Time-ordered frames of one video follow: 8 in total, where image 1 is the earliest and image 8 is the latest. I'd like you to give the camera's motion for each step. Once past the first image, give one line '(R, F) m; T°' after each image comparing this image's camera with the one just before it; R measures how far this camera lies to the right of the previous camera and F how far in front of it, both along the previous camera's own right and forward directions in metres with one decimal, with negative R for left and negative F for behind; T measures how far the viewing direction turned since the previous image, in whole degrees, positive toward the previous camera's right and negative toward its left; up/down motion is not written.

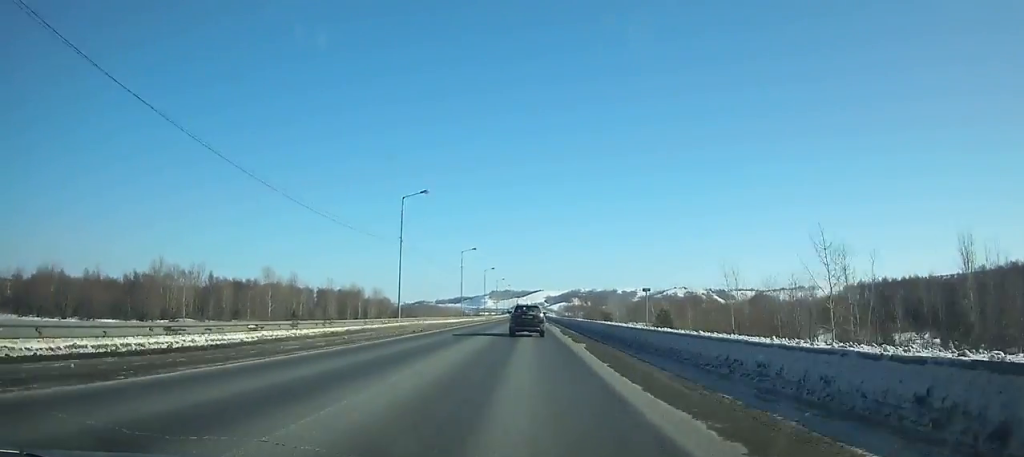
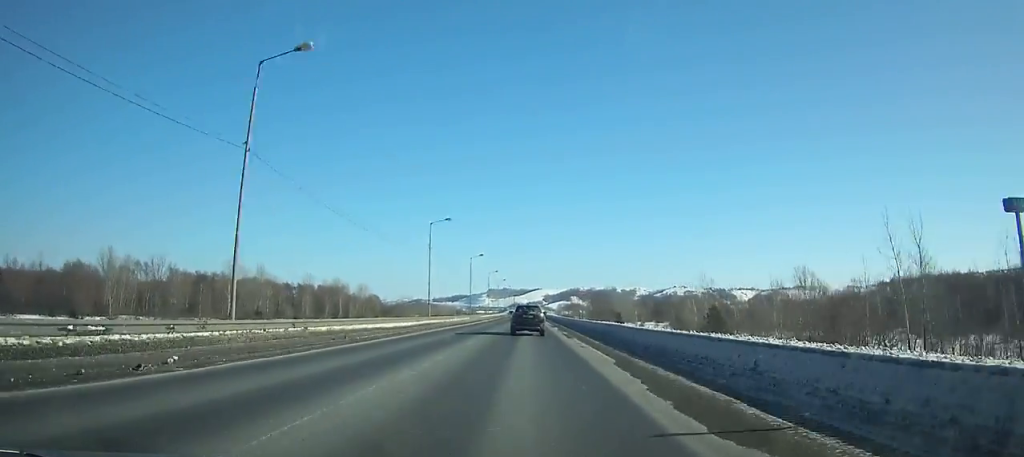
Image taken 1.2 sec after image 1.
(-0.1, +27.3) m; 0°
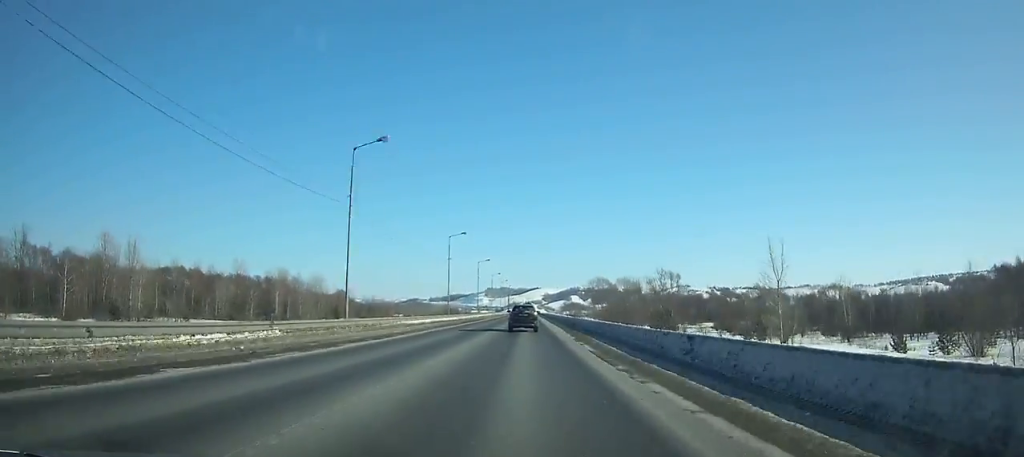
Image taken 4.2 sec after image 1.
(+0.1, +68.0) m; 0°
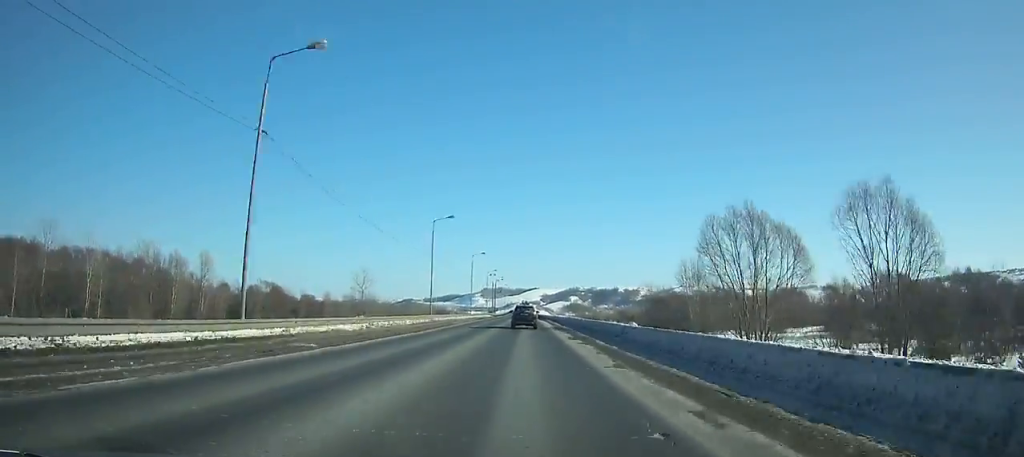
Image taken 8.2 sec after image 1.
(-0.3, +91.3) m; 0°
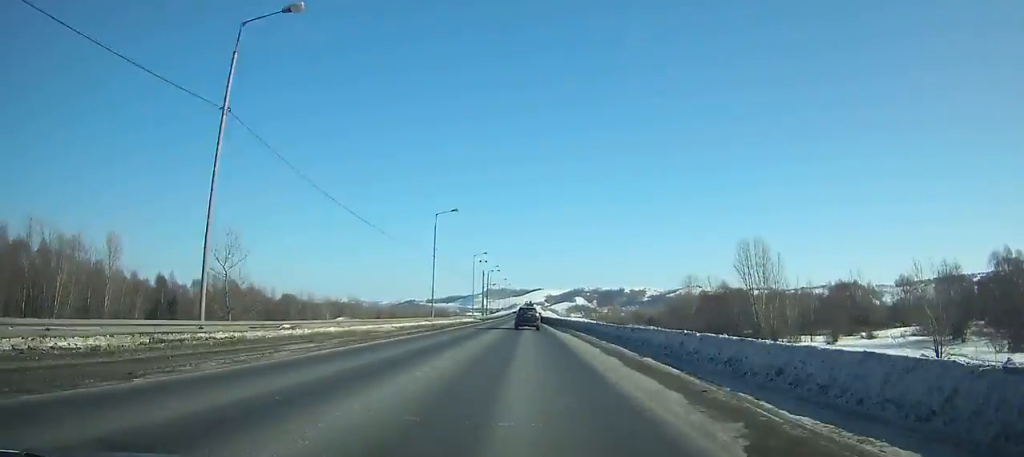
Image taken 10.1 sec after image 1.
(0.0, +43.7) m; 0°
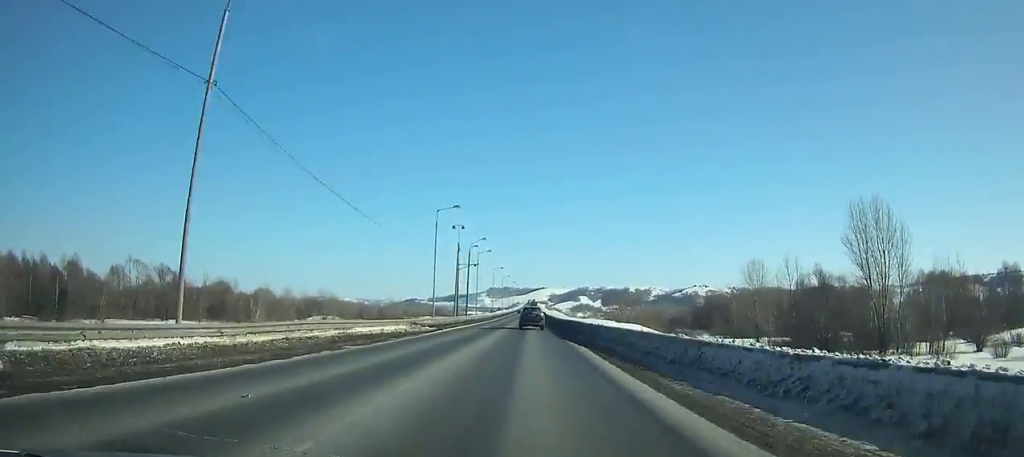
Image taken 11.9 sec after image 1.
(0.0, +41.5) m; 0°
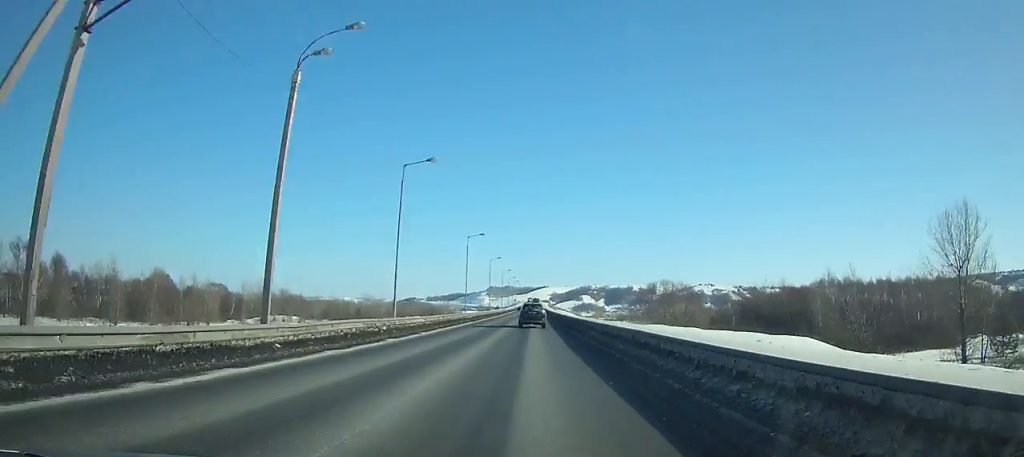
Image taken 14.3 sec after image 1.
(0.0, +55.2) m; 0°
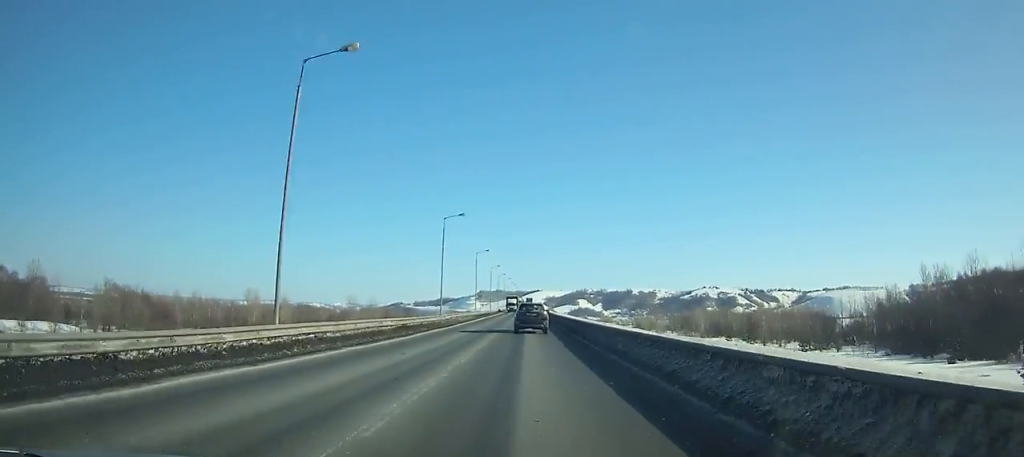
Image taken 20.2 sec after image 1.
(+0.4, +133.0) m; 0°
